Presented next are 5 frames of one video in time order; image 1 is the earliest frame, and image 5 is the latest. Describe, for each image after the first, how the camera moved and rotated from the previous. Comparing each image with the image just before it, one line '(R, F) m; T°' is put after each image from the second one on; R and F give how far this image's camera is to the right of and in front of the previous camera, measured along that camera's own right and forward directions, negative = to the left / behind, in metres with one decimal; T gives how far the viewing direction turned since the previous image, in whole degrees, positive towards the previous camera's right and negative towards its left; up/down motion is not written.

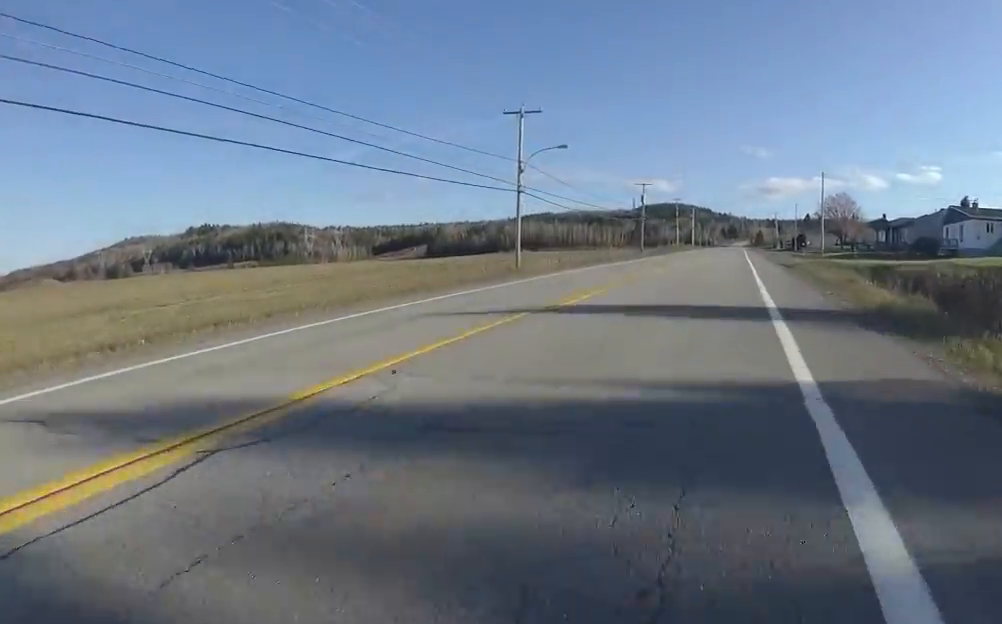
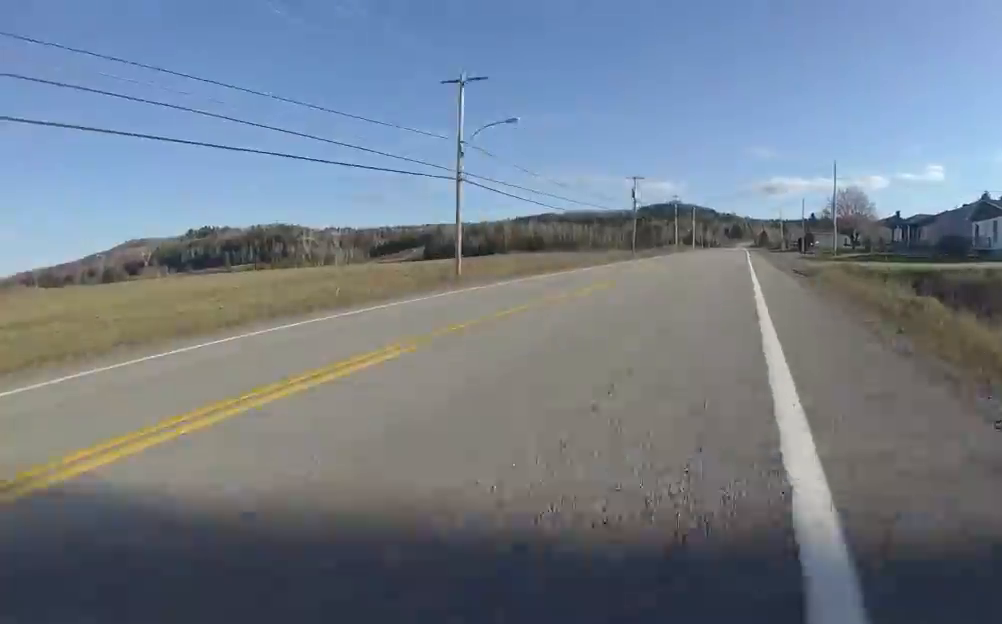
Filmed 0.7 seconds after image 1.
(+0.2, +7.3) m; 0°
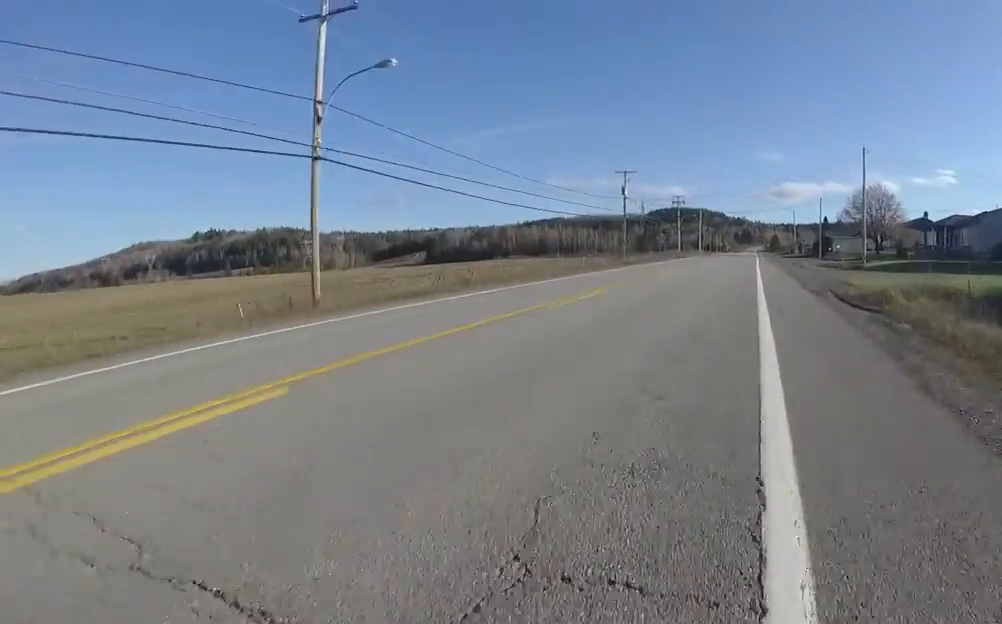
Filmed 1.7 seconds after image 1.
(-0.2, +10.2) m; 0°
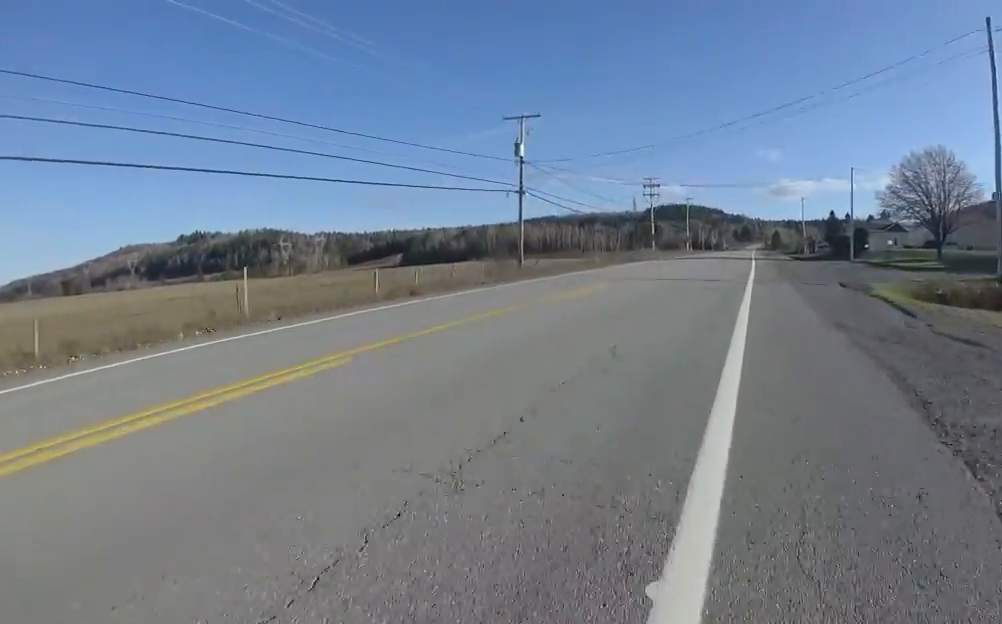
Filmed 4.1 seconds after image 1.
(-0.7, +25.8) m; -1°
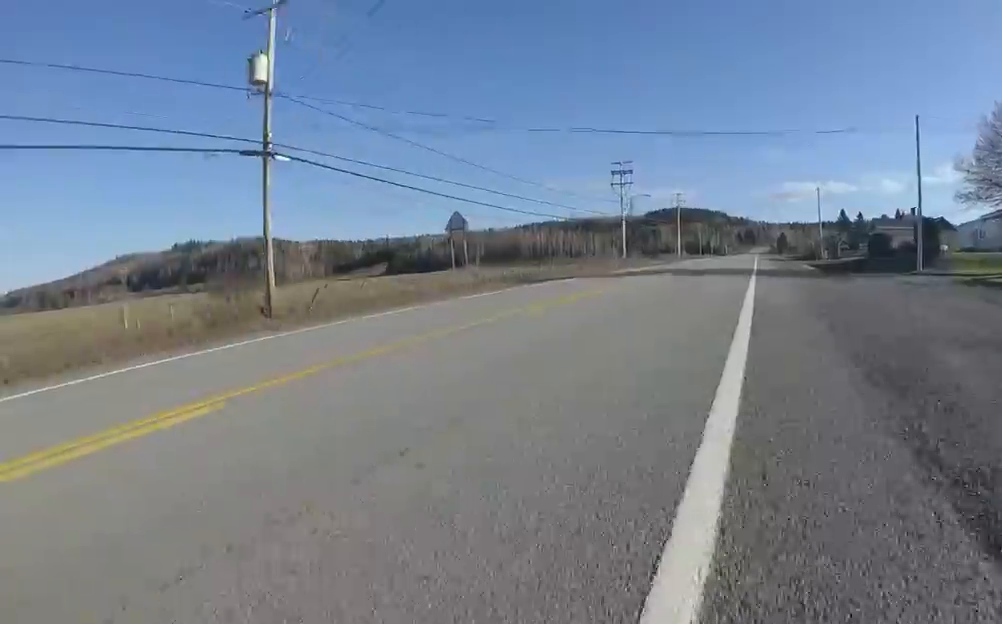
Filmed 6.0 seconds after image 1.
(-0.9, +18.2) m; -3°
